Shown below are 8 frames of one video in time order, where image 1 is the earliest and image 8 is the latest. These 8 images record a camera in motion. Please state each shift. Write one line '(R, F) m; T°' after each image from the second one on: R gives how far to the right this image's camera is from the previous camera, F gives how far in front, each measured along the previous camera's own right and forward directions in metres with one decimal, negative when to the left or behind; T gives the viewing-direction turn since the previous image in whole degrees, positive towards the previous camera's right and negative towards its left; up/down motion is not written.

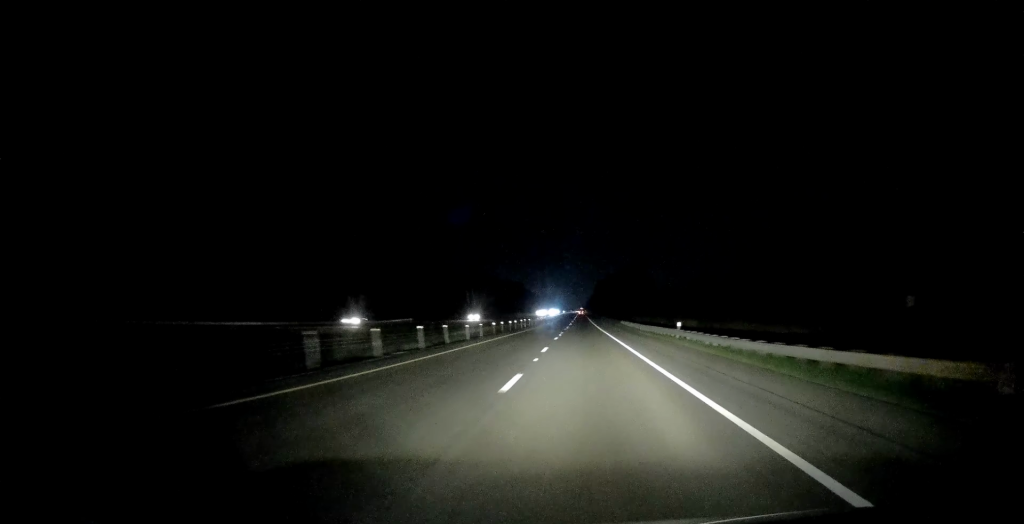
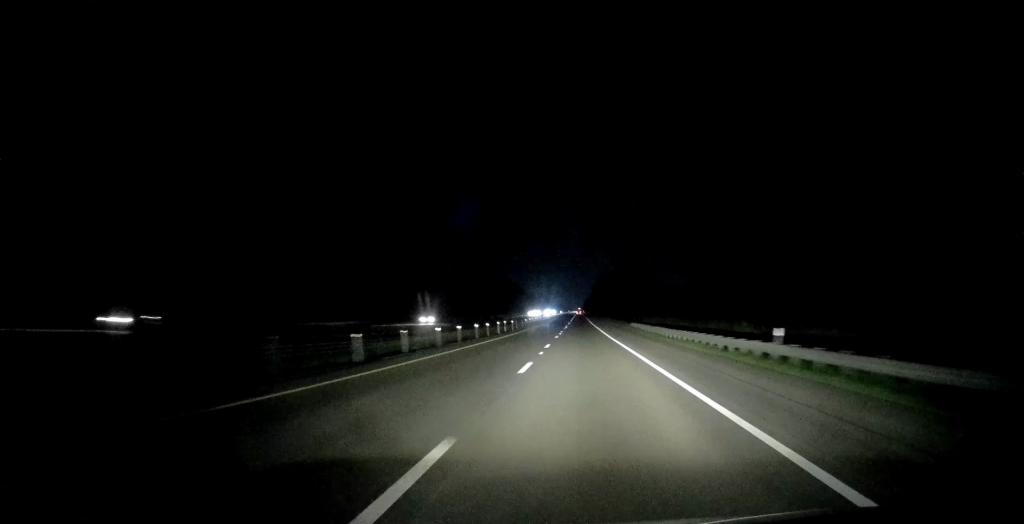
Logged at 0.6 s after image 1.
(+0.2, +20.5) m; 0°
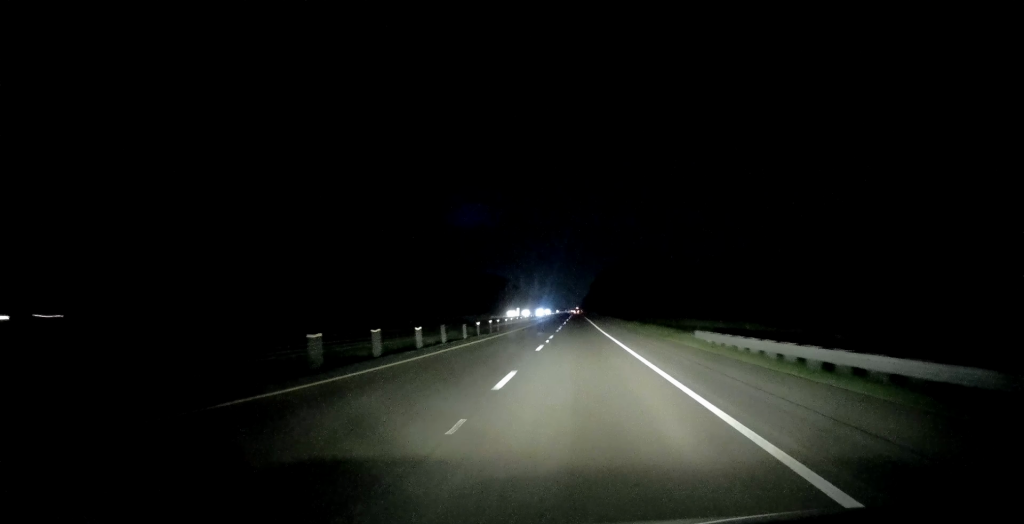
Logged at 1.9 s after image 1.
(+0.1, +39.9) m; 0°
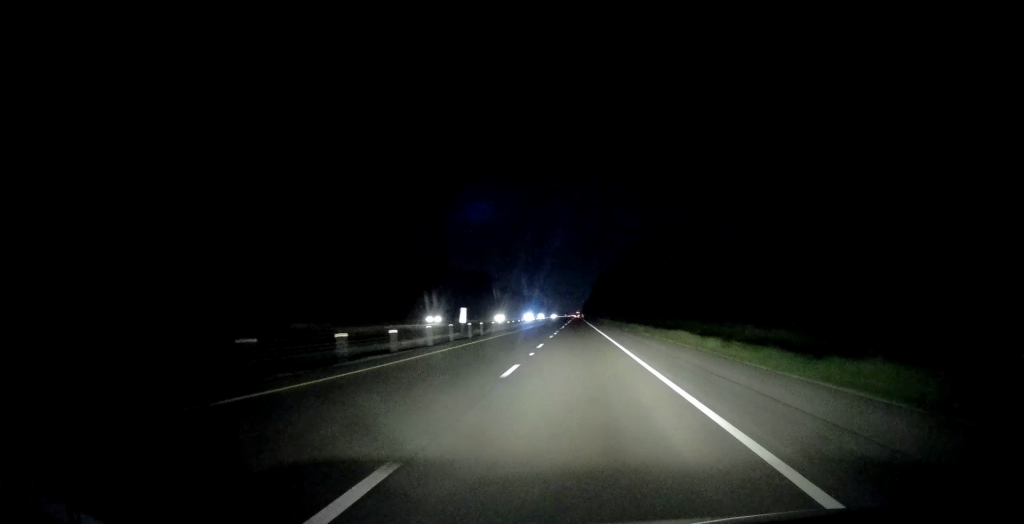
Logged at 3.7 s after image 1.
(+0.5, +58.0) m; +1°
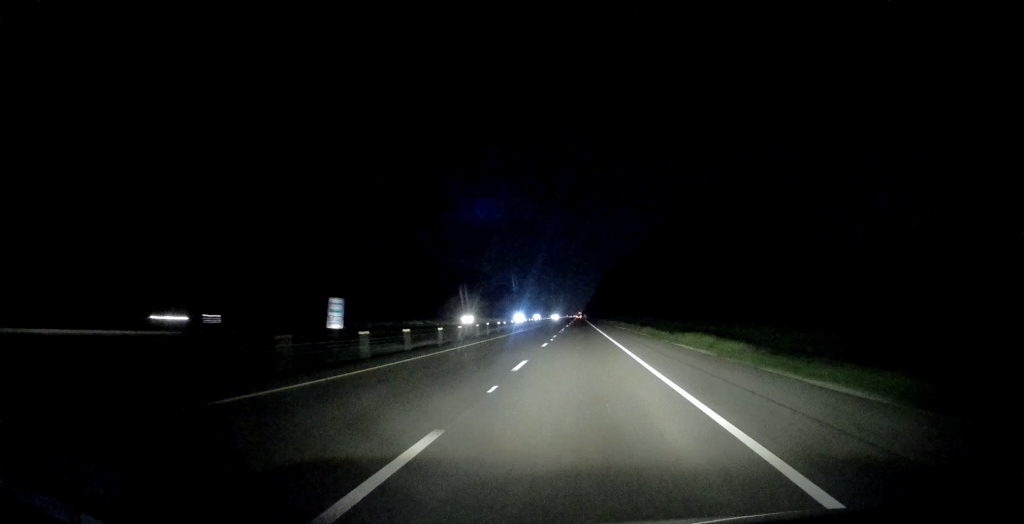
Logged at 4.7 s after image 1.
(0.0, +34.3) m; 0°
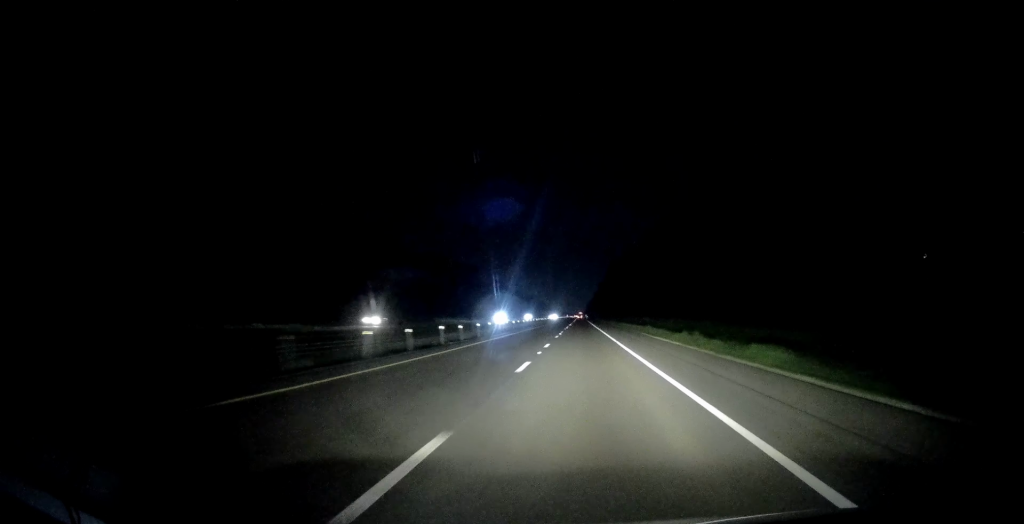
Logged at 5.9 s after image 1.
(-0.2, +37.5) m; -1°
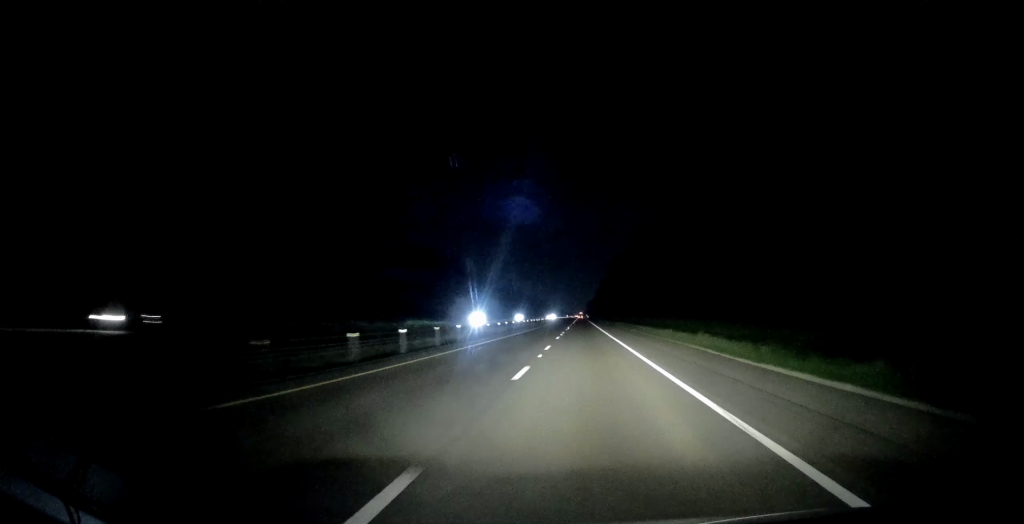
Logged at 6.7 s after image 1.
(0.0, +25.8) m; 0°
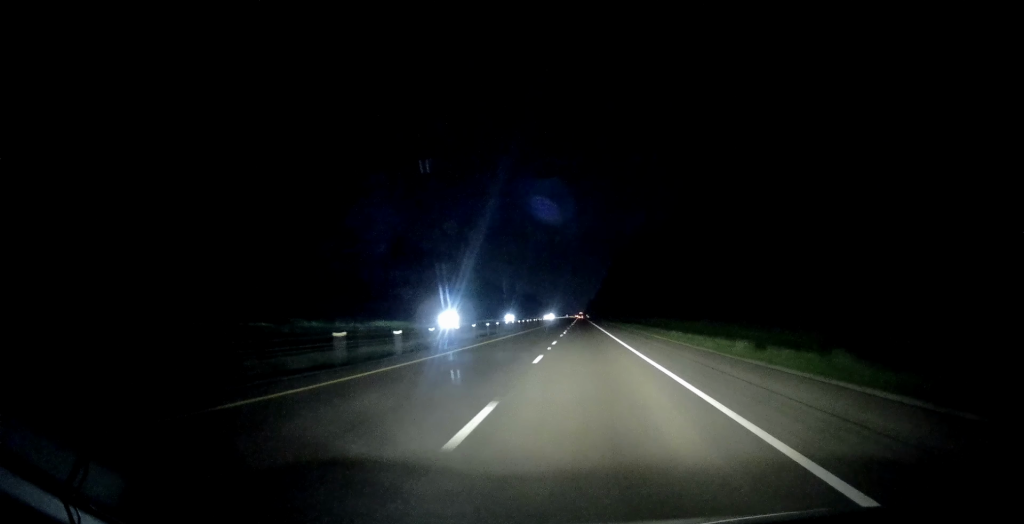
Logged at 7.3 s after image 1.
(0.0, +19.4) m; +1°
